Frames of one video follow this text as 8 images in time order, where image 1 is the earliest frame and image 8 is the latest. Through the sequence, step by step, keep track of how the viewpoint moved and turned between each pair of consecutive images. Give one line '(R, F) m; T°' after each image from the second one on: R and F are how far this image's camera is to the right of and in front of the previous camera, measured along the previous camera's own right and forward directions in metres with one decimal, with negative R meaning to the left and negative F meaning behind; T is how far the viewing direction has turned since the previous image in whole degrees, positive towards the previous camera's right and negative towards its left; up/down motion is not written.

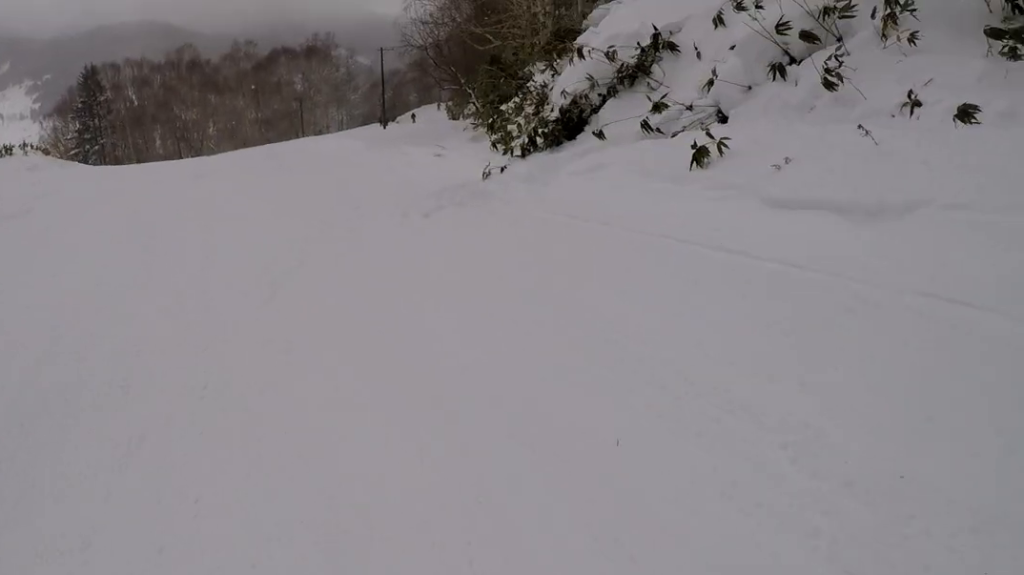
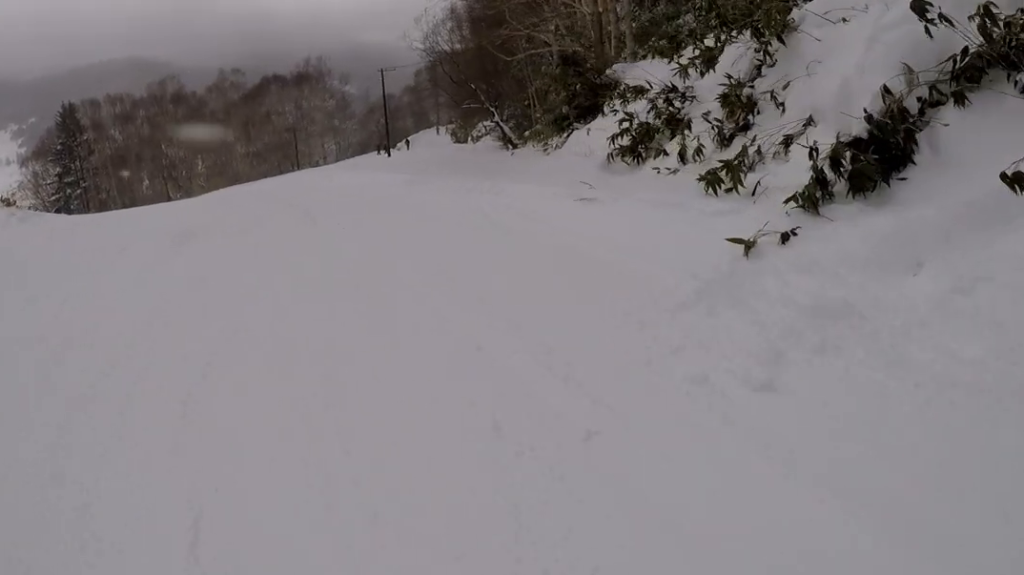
(+0.2, +5.9) m; +2°
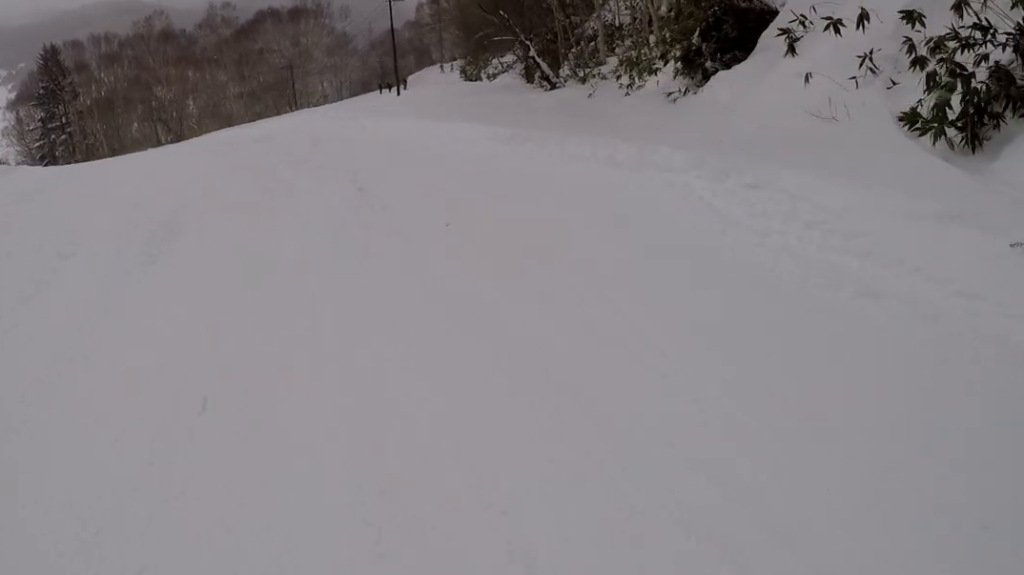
(0.0, +5.3) m; 0°
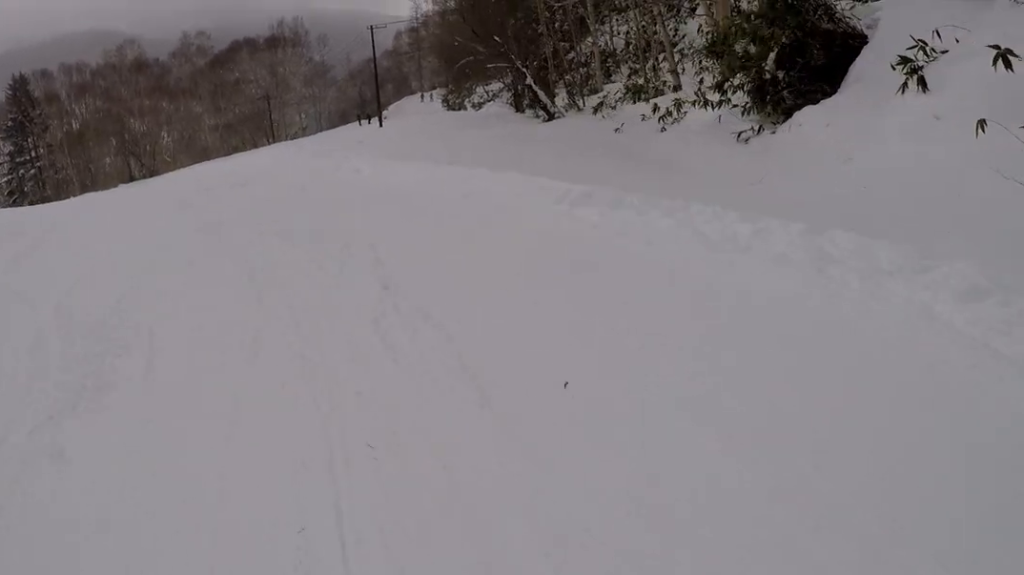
(0.0, +3.0) m; 0°
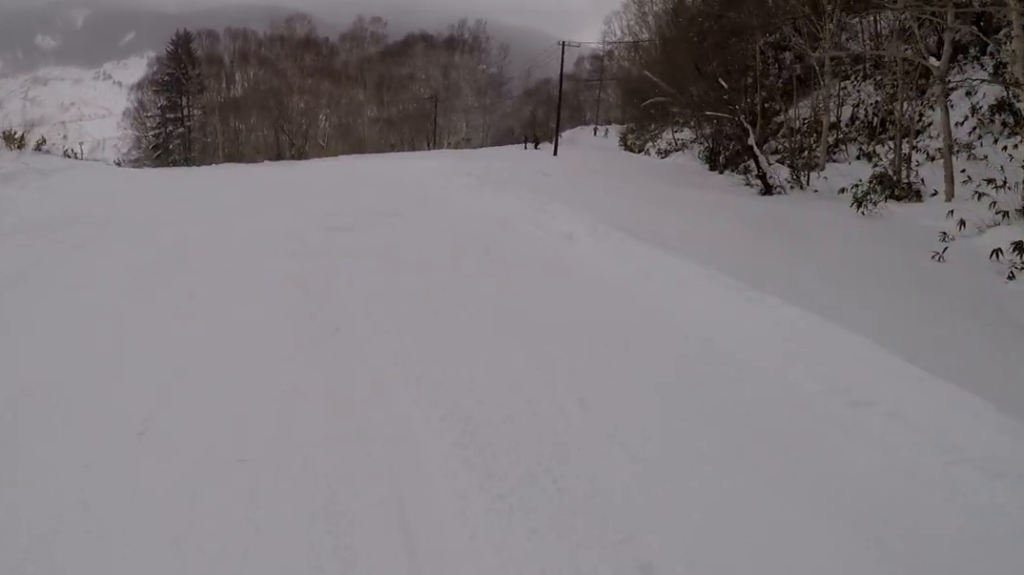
(0.0, +5.4) m; -5°
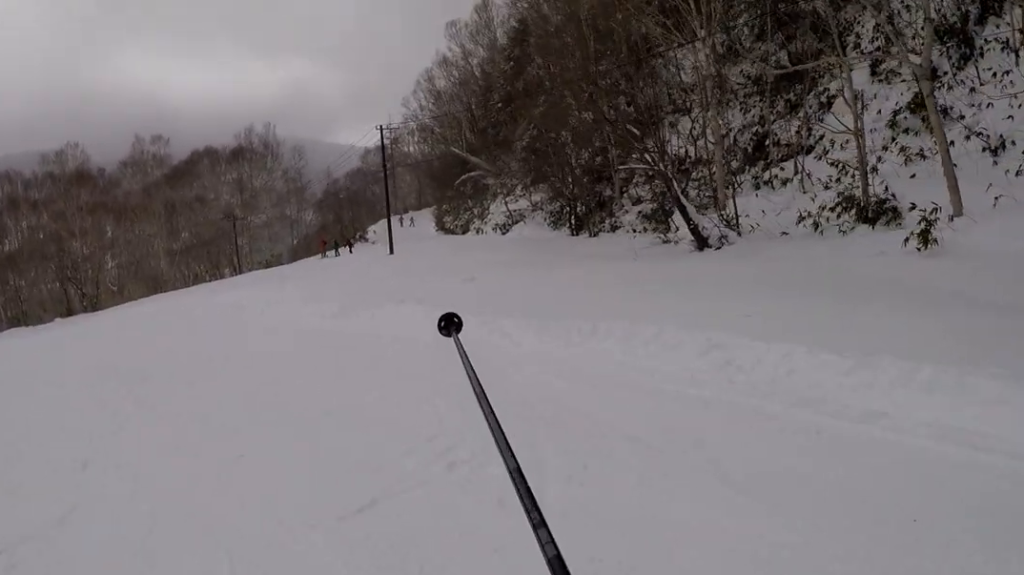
(-0.9, +7.8) m; -5°
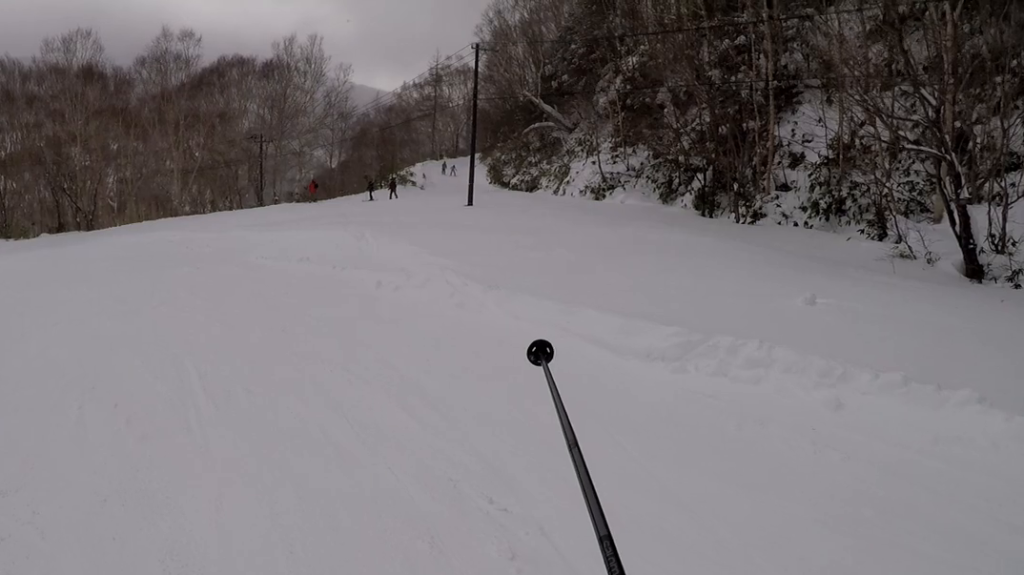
(+1.1, +9.9) m; +8°
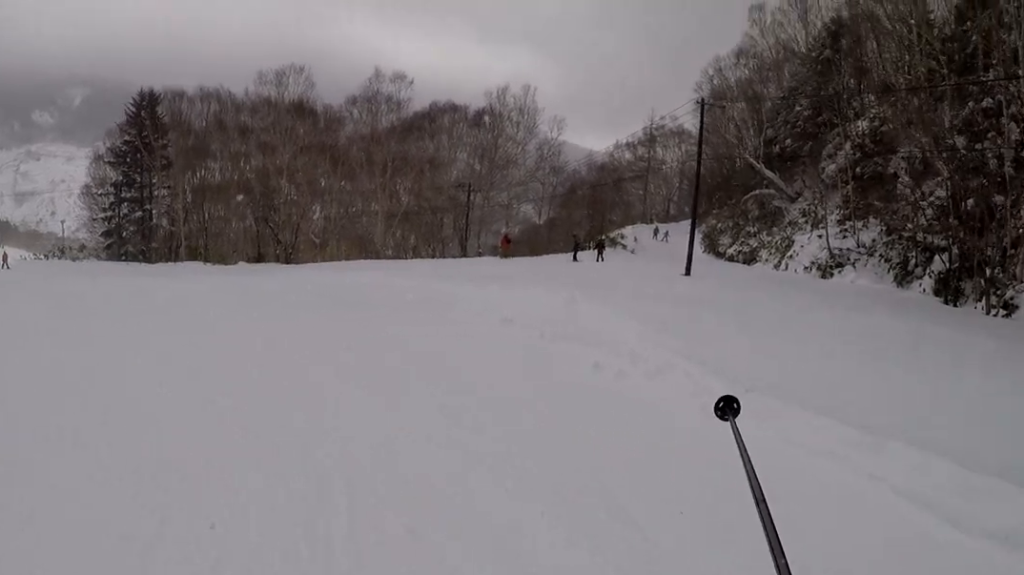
(+0.1, +2.4) m; -3°
